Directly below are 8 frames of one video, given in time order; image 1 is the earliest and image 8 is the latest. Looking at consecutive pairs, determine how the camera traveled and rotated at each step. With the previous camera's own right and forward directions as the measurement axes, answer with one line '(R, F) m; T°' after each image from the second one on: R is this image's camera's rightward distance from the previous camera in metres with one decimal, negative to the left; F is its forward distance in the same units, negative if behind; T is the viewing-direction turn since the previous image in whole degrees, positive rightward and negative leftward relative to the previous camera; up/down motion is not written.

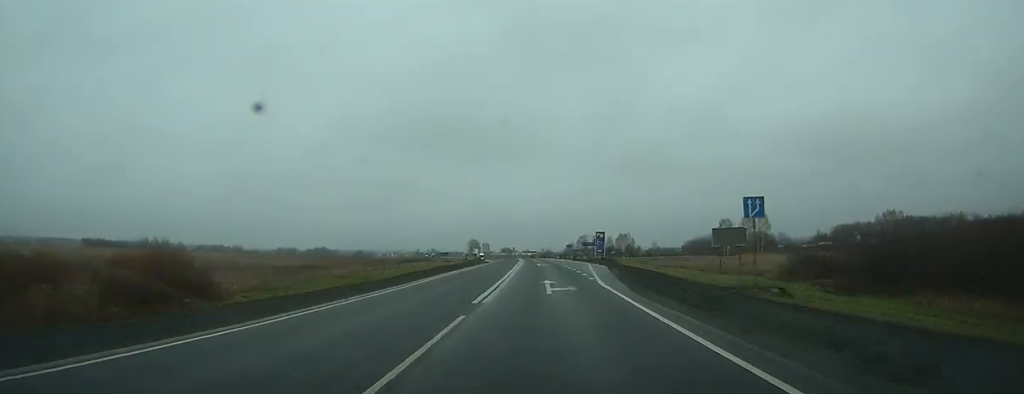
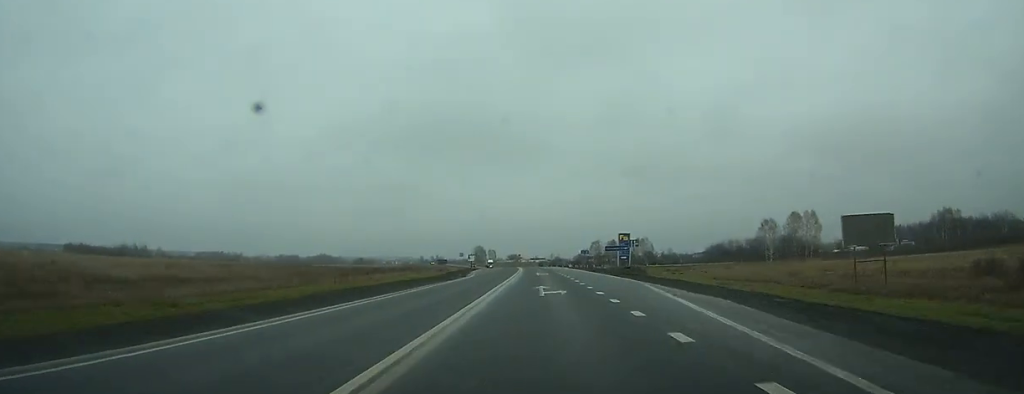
(-0.1, +28.3) m; -1°
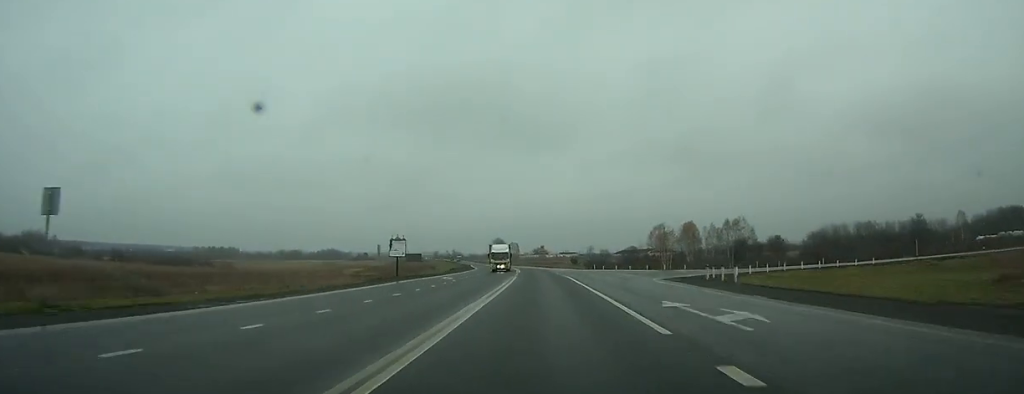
(-1.8, +97.4) m; -3°
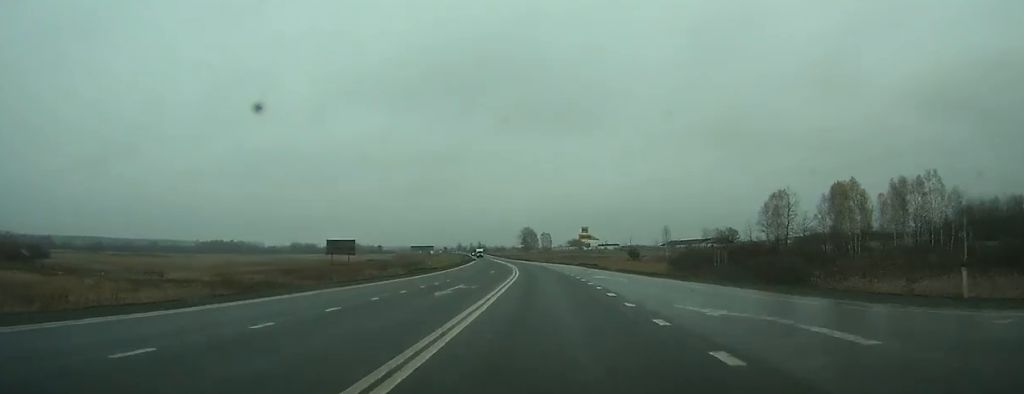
(-1.9, +78.4) m; -3°
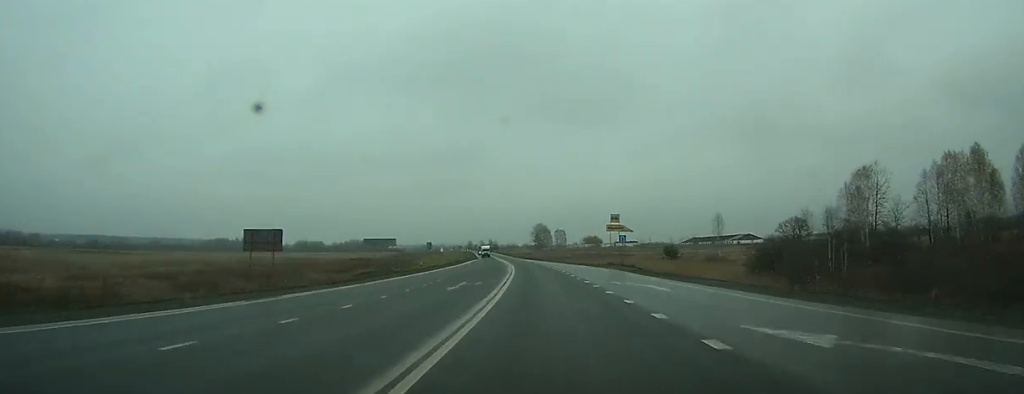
(-0.4, +27.4) m; -1°
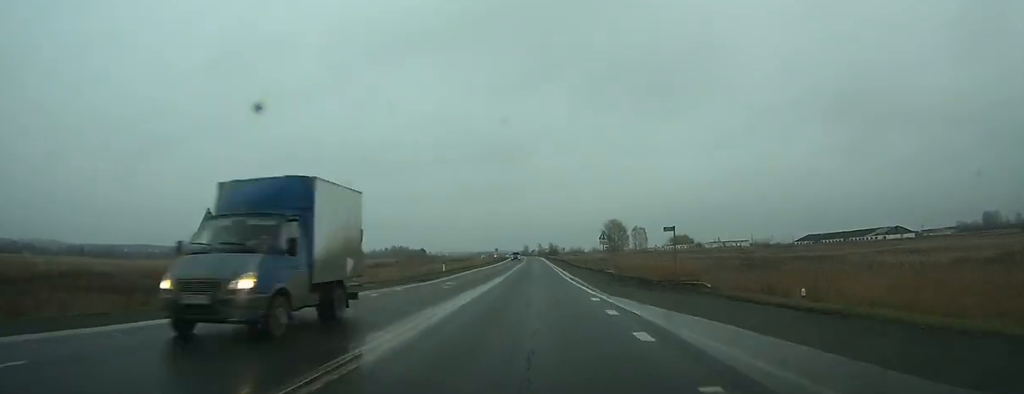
(-4.3, +100.1) m; -5°
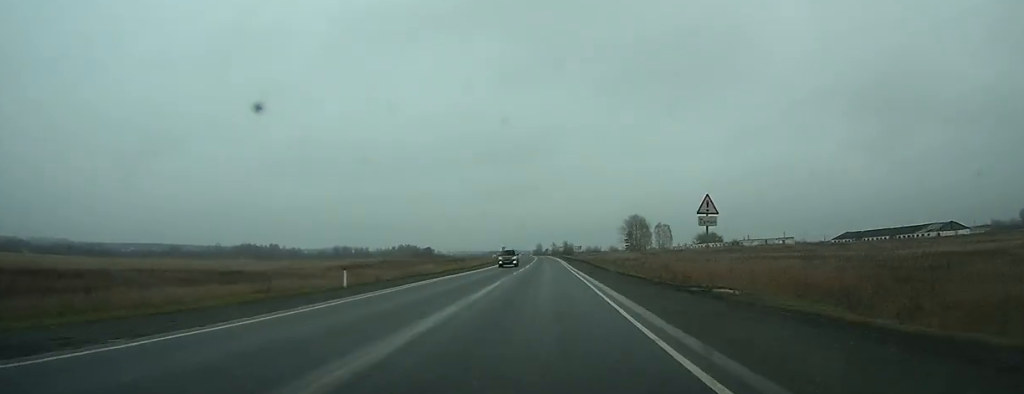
(-0.6, +29.3) m; -1°
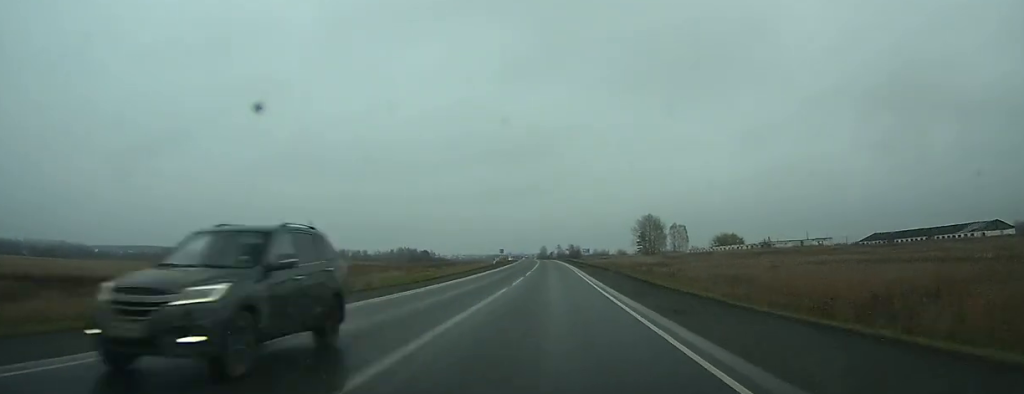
(-0.3, +25.2) m; -1°
